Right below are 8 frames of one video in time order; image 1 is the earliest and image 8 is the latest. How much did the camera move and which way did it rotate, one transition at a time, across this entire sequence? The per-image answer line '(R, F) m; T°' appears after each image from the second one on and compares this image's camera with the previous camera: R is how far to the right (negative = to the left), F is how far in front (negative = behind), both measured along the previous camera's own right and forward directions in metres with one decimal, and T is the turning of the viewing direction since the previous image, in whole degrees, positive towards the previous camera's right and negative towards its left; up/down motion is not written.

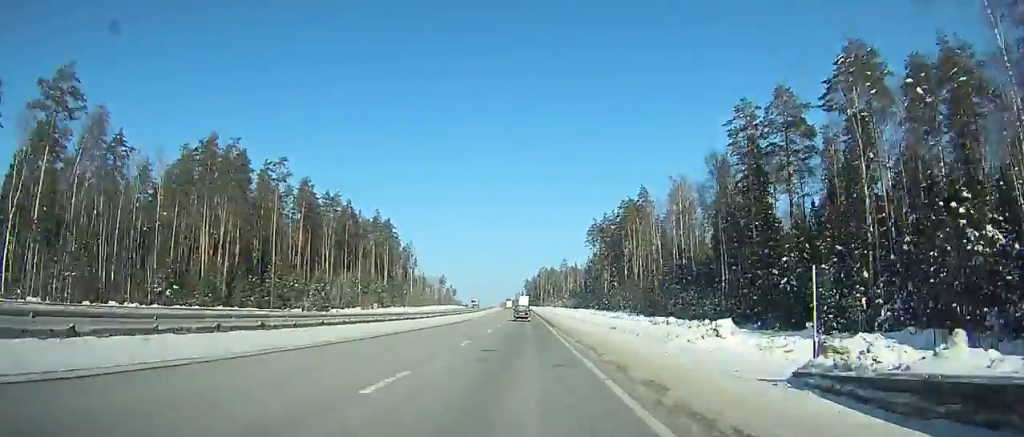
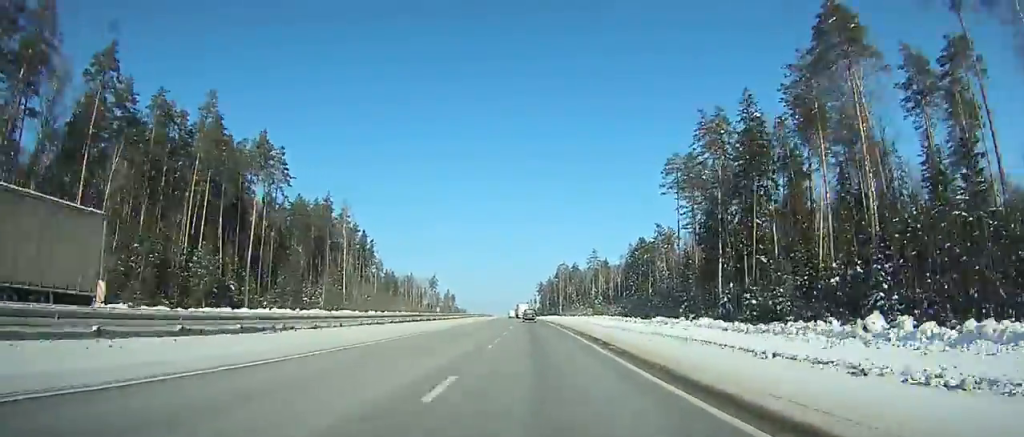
(-1.6, +108.9) m; -1°
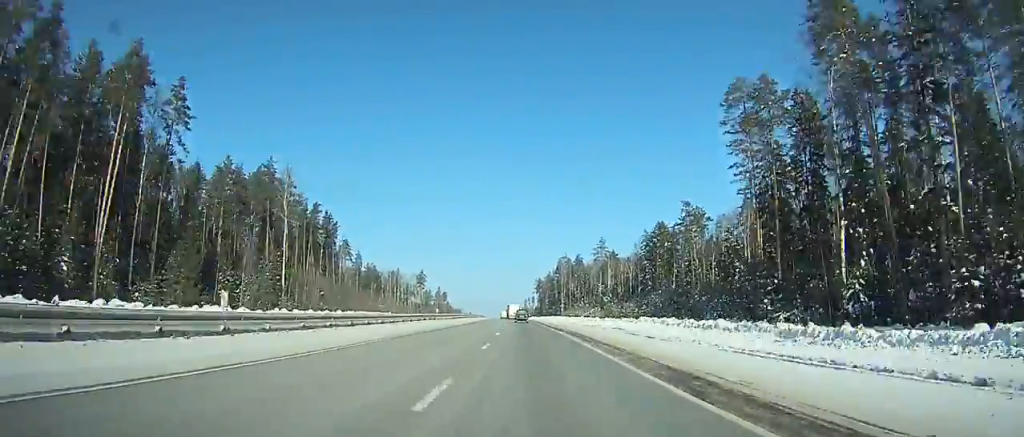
(0.0, +36.7) m; 0°
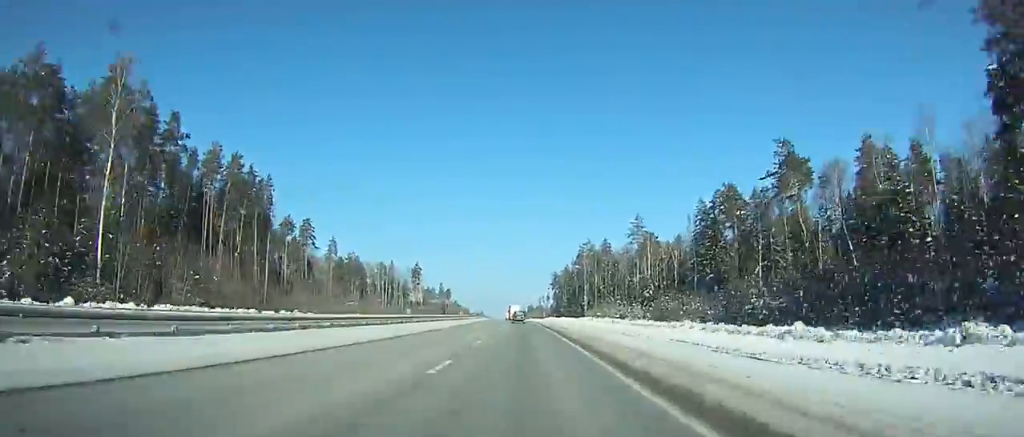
(-0.3, +56.9) m; -1°
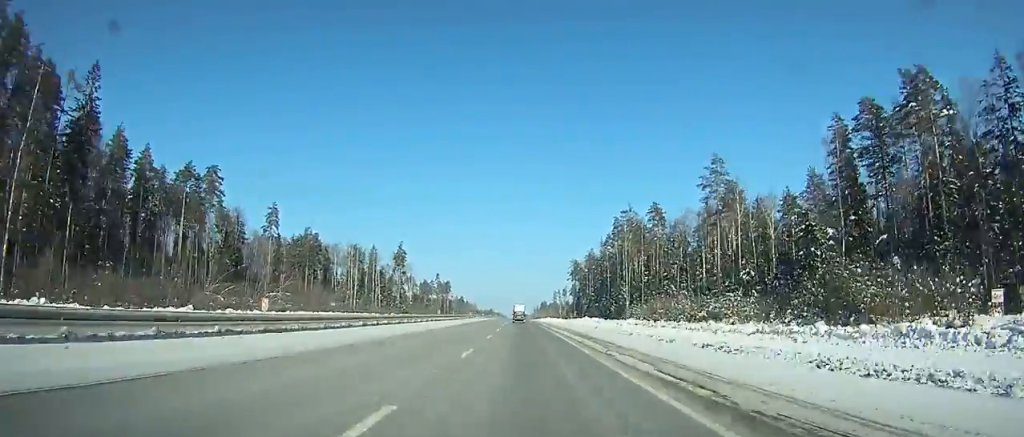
(-0.7, +67.6) m; -1°
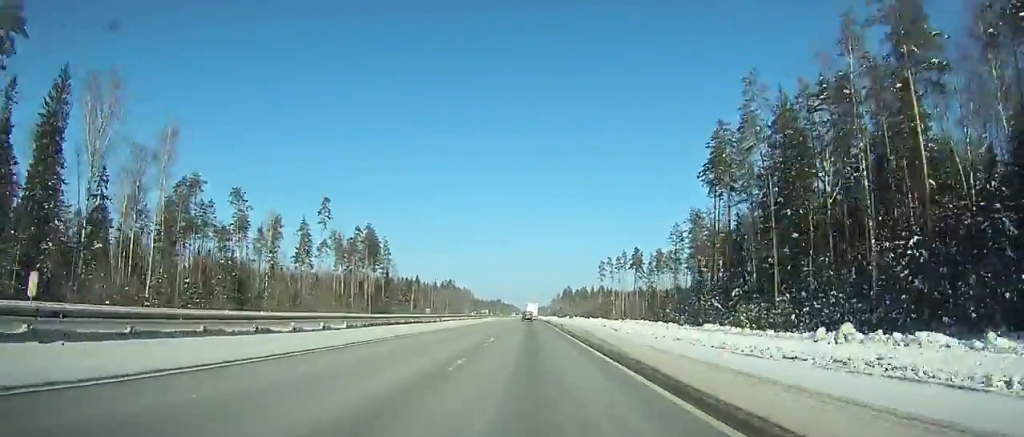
(-3.5, +209.1) m; -1°
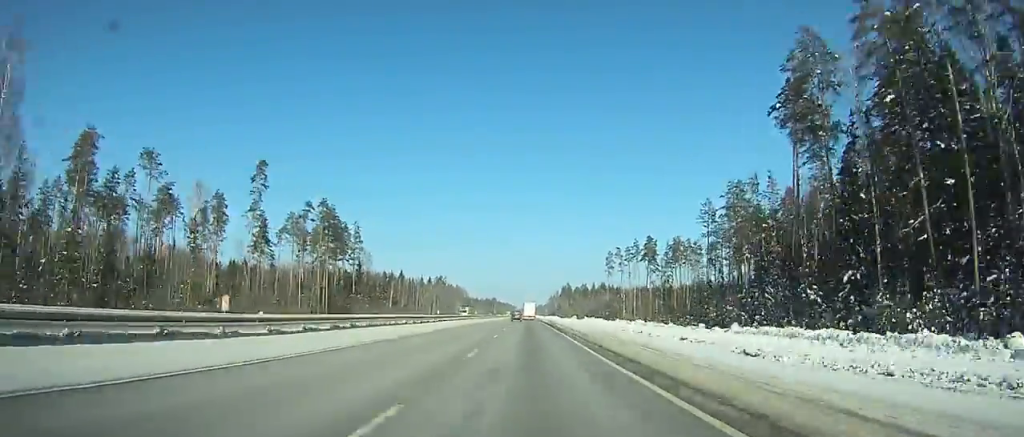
(-0.1, +31.9) m; 0°
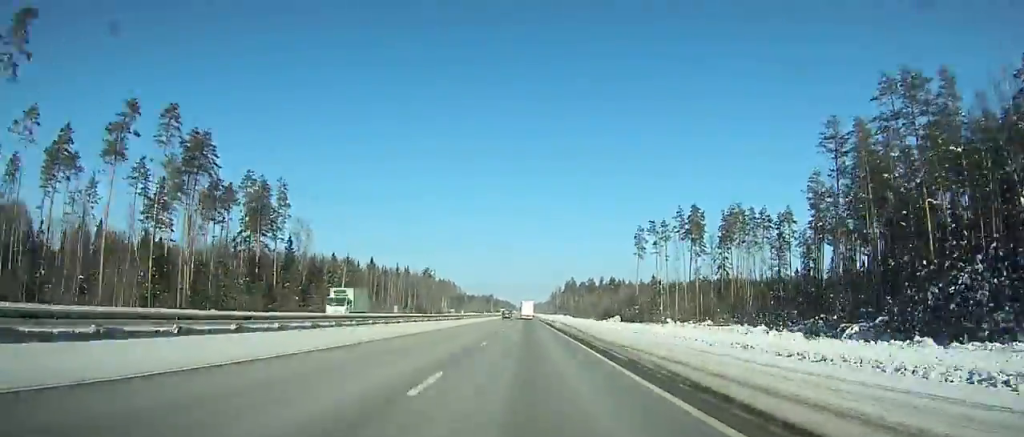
(0.0, +55.9) m; 0°
